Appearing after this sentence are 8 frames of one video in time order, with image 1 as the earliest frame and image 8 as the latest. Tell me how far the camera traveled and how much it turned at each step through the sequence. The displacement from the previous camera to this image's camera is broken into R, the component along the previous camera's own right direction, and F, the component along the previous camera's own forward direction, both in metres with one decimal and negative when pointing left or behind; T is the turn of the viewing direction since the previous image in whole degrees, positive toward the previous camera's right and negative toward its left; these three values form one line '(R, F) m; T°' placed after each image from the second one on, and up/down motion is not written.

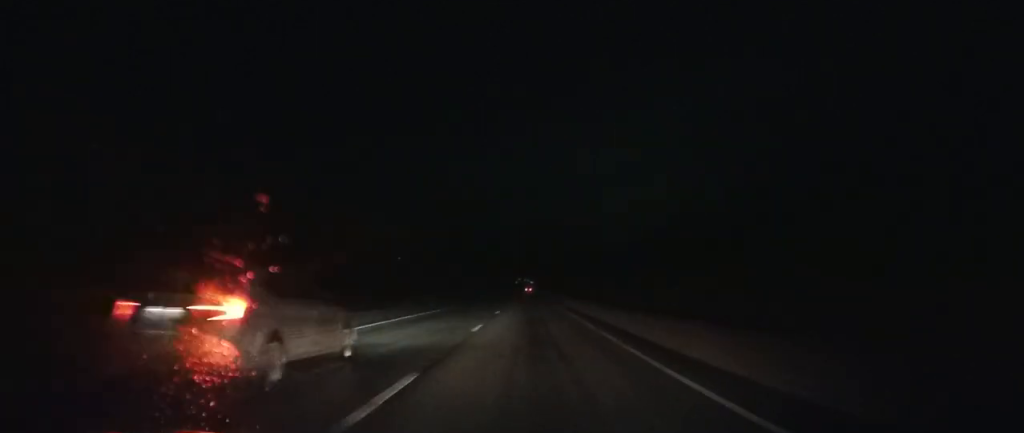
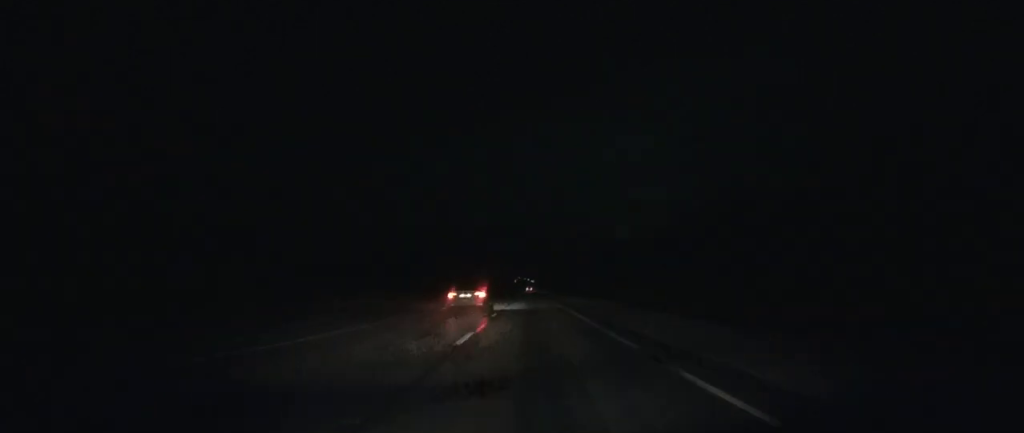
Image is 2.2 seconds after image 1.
(0.0, +63.3) m; 0°
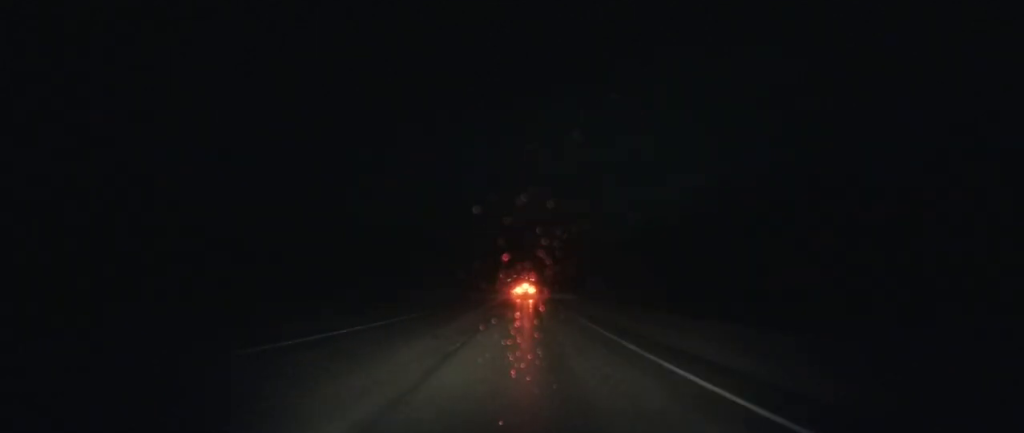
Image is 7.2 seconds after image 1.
(+0.2, +141.4) m; 0°
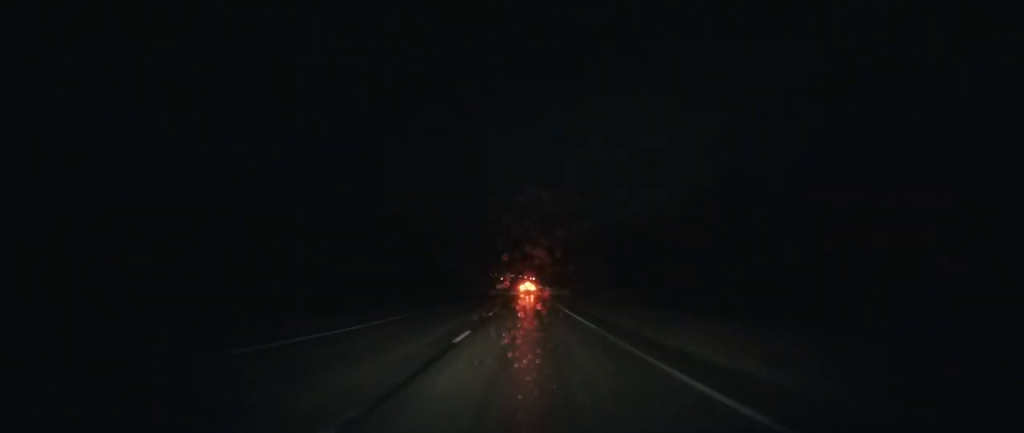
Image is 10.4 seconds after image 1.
(0.0, +94.0) m; 0°
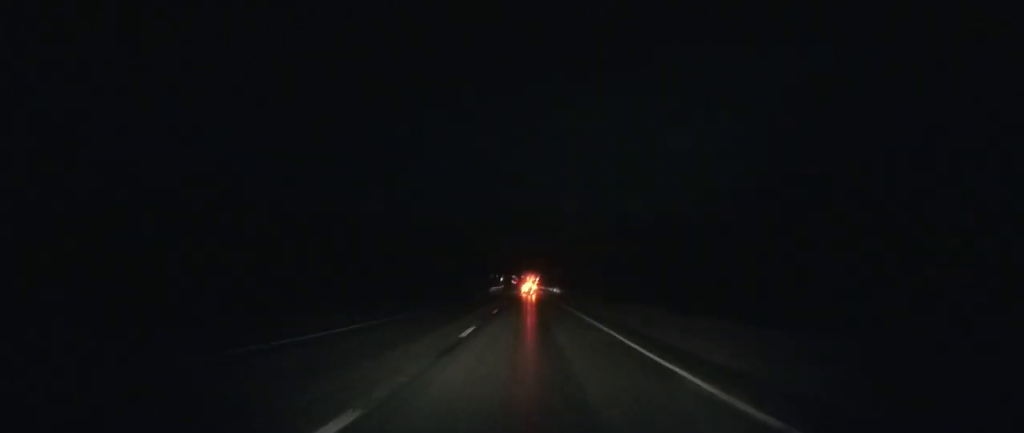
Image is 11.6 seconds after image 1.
(0.0, +35.9) m; 0°
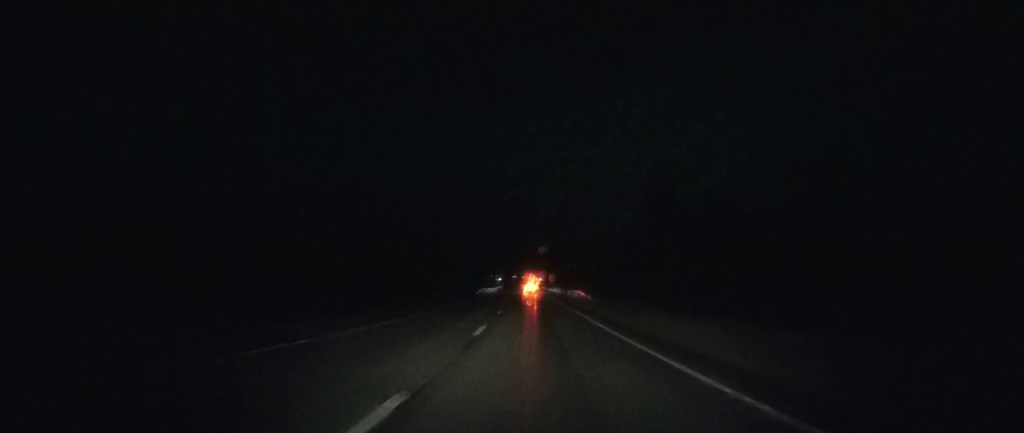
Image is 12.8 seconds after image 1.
(-0.1, +35.6) m; 0°
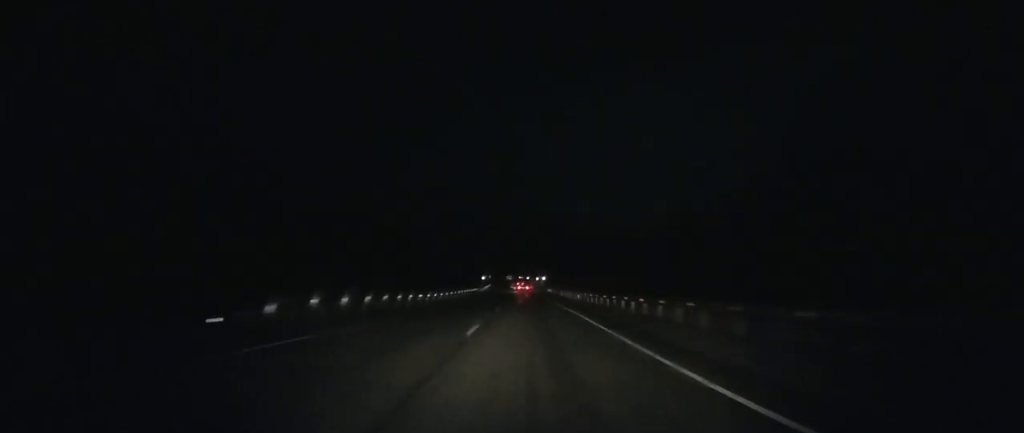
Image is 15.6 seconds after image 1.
(-0.3, +82.0) m; 0°
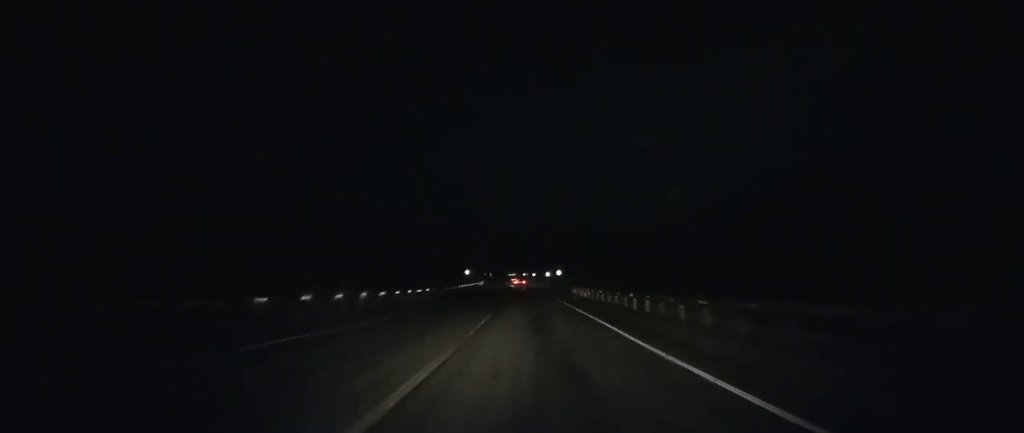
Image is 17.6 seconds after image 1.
(-0.1, +57.3) m; 0°
